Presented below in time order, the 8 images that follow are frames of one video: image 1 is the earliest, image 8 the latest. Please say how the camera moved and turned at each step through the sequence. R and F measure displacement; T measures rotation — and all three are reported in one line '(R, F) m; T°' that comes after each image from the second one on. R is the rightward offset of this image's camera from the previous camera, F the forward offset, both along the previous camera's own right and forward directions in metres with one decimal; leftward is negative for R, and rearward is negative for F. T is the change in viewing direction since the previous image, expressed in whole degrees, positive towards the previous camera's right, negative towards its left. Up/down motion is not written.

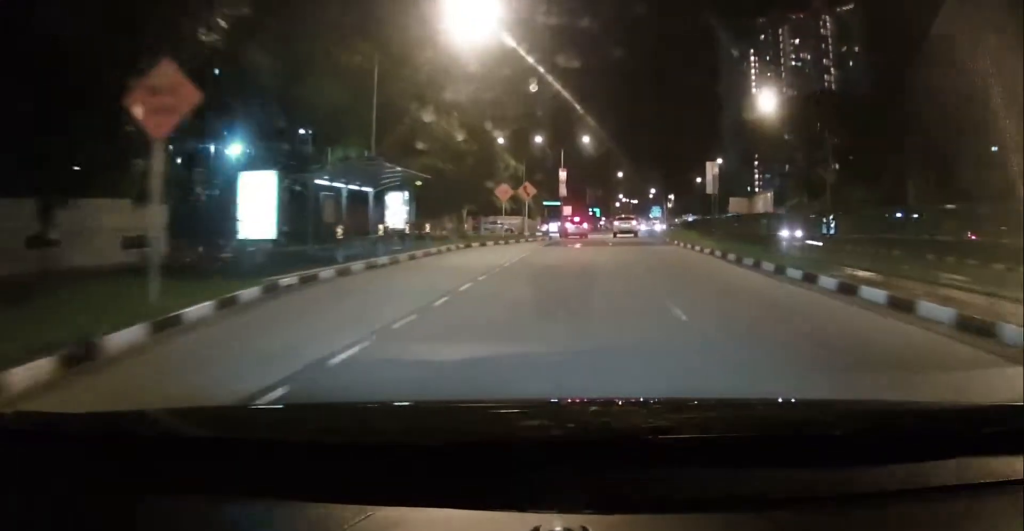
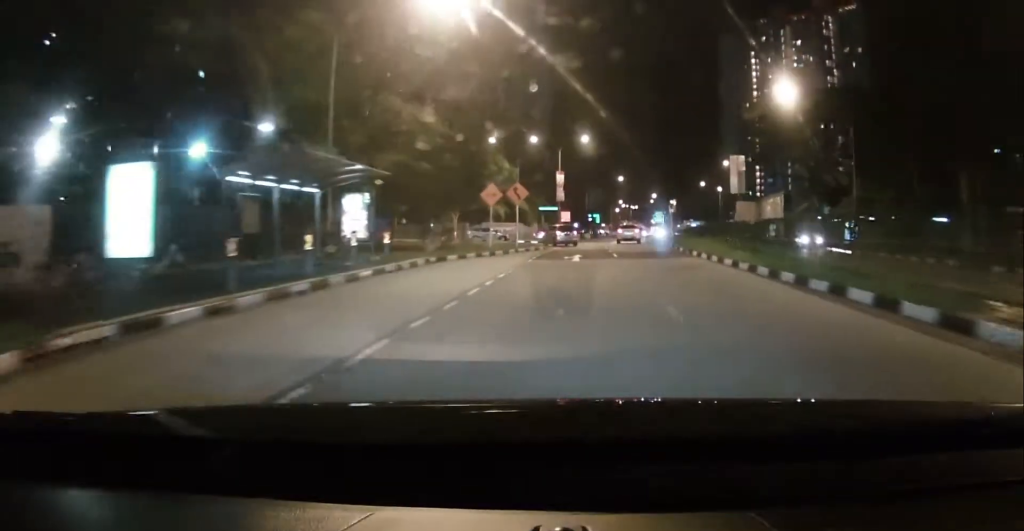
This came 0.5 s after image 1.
(0.0, +5.9) m; 0°
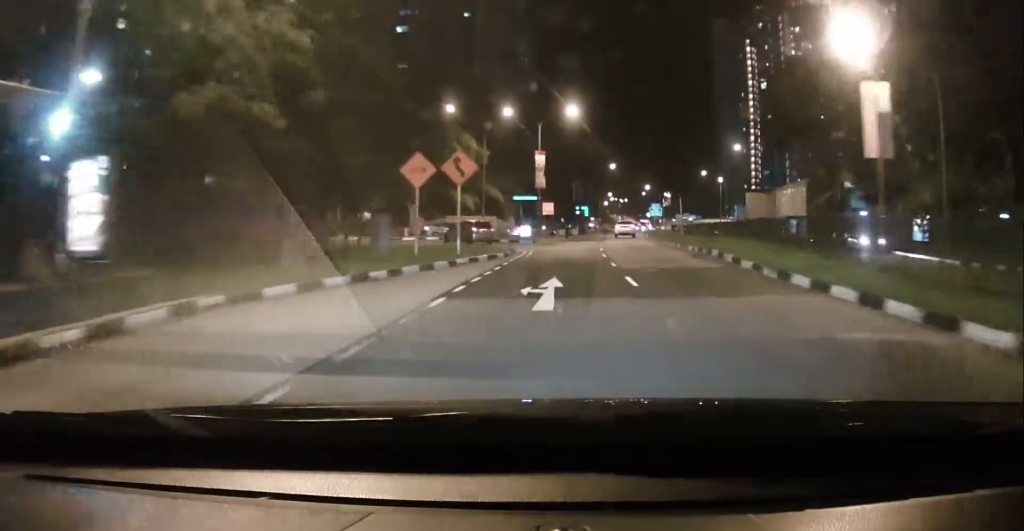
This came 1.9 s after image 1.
(0.0, +15.2) m; -1°
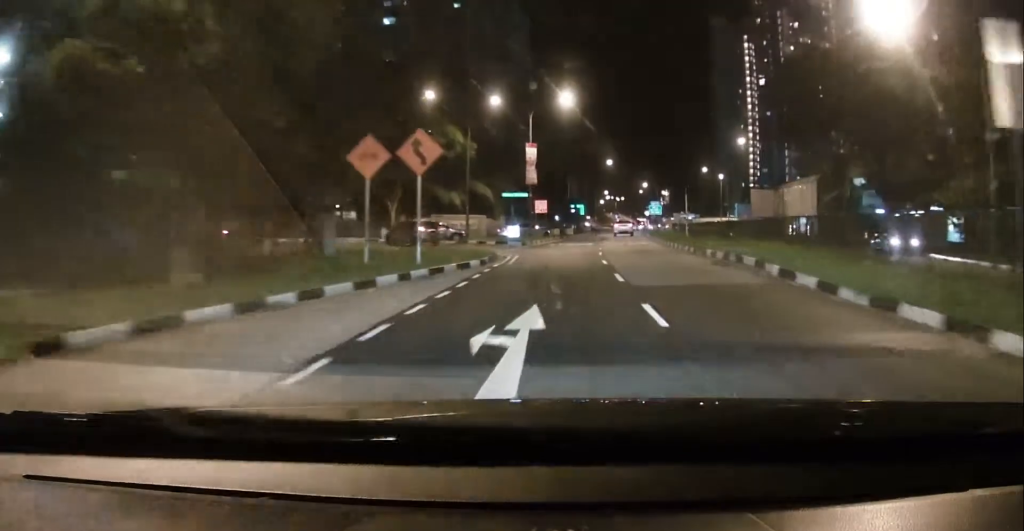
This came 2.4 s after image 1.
(0.0, +5.2) m; 0°
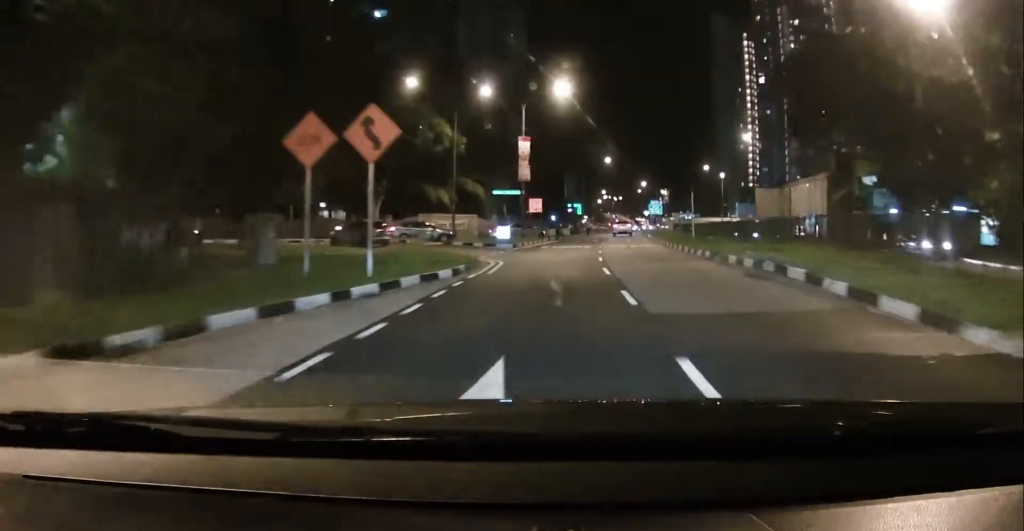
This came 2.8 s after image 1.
(0.0, +4.1) m; +1°
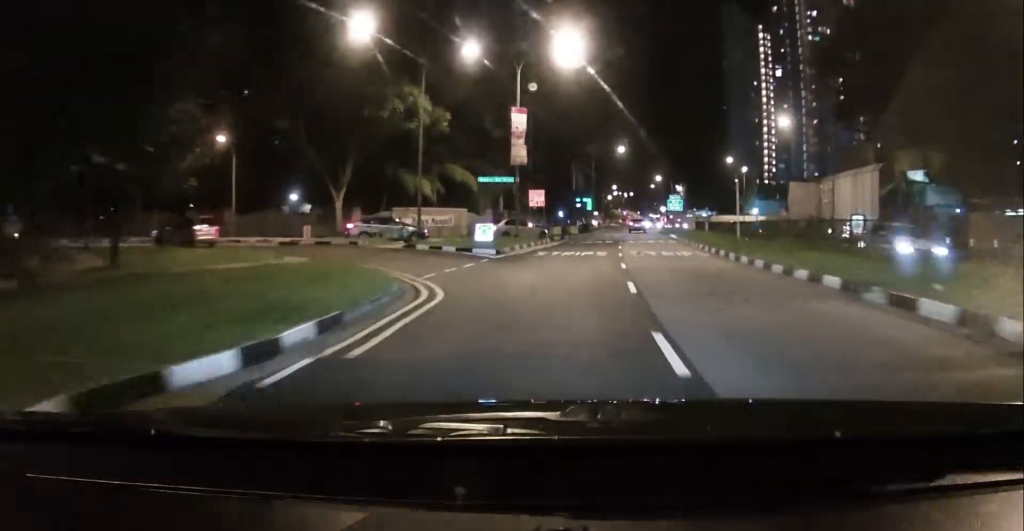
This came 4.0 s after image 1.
(+0.3, +11.0) m; +5°
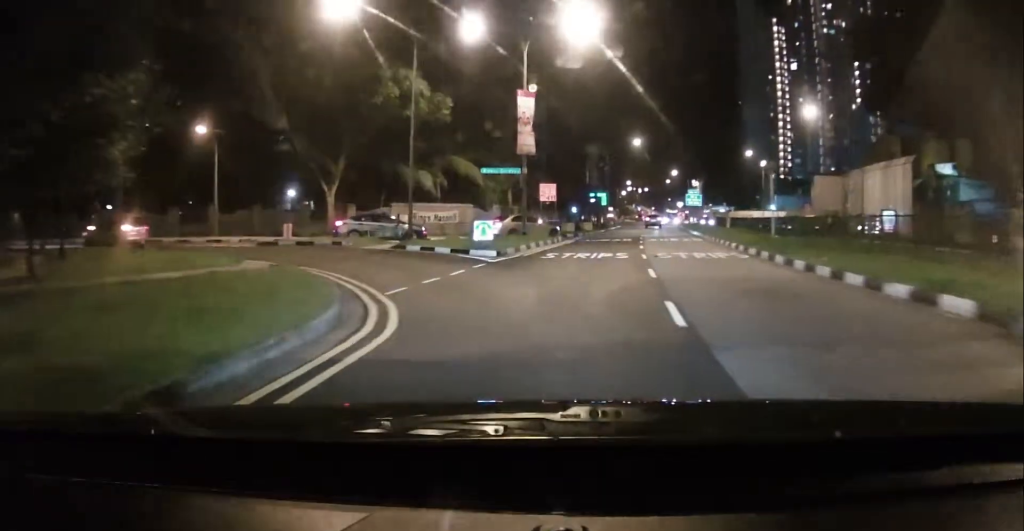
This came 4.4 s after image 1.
(+0.1, +4.0) m; +1°
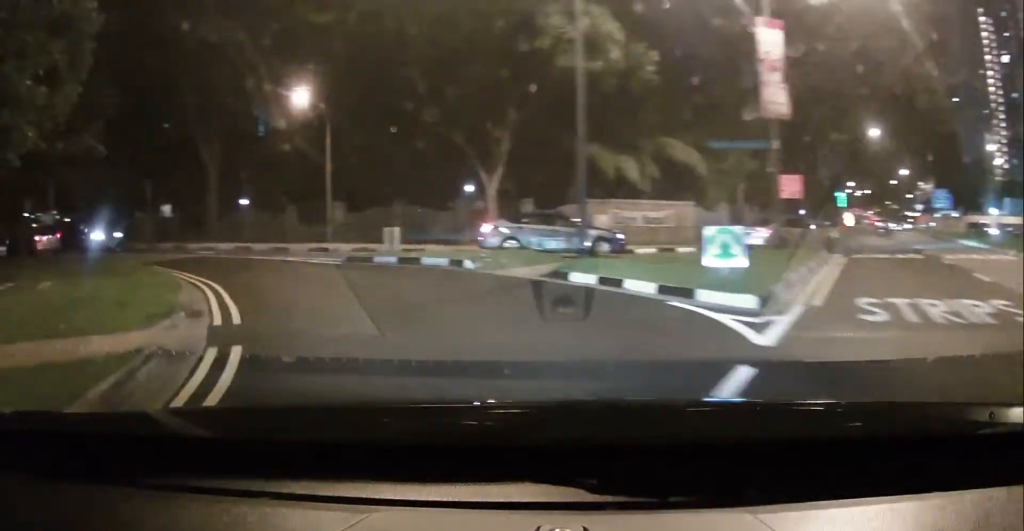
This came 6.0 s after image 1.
(-0.6, +13.1) m; -12°
